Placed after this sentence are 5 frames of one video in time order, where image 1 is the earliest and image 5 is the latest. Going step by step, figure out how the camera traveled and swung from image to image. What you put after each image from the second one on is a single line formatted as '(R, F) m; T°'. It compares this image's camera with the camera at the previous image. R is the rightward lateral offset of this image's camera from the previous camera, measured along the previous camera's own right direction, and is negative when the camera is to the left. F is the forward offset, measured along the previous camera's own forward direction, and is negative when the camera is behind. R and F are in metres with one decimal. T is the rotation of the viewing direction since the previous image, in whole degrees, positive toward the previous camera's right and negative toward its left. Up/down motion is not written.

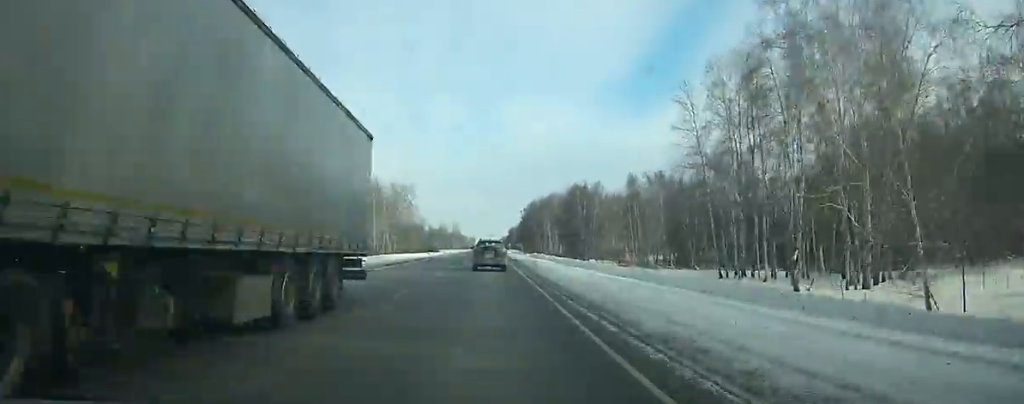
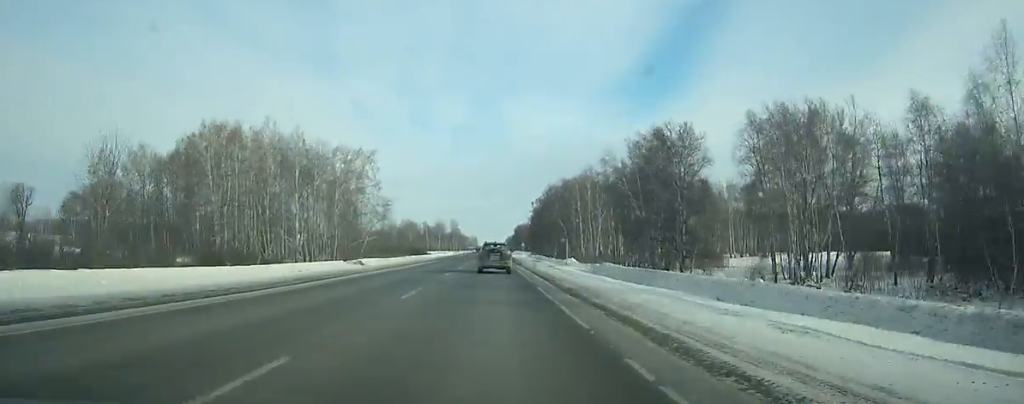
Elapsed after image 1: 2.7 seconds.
(+0.1, +69.4) m; 0°
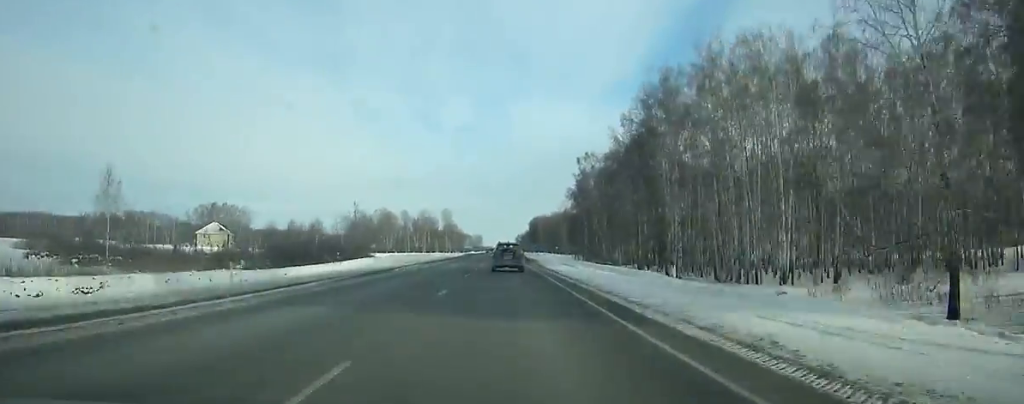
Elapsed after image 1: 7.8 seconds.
(-0.5, +132.5) m; 0°
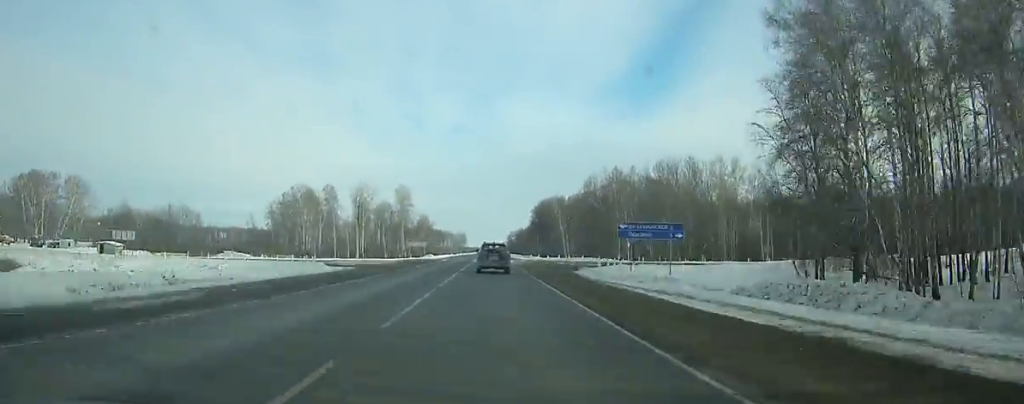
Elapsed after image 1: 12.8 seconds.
(+0.7, +132.2) m; 0°
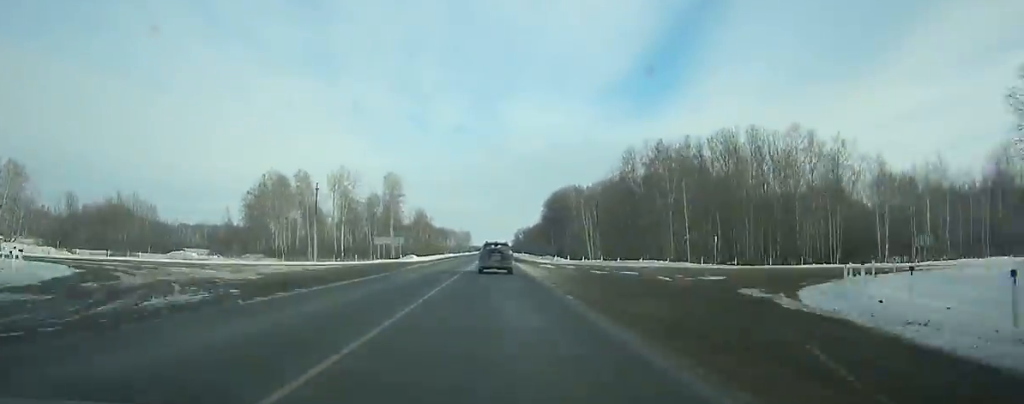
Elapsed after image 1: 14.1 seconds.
(-0.2, +34.8) m; 0°
